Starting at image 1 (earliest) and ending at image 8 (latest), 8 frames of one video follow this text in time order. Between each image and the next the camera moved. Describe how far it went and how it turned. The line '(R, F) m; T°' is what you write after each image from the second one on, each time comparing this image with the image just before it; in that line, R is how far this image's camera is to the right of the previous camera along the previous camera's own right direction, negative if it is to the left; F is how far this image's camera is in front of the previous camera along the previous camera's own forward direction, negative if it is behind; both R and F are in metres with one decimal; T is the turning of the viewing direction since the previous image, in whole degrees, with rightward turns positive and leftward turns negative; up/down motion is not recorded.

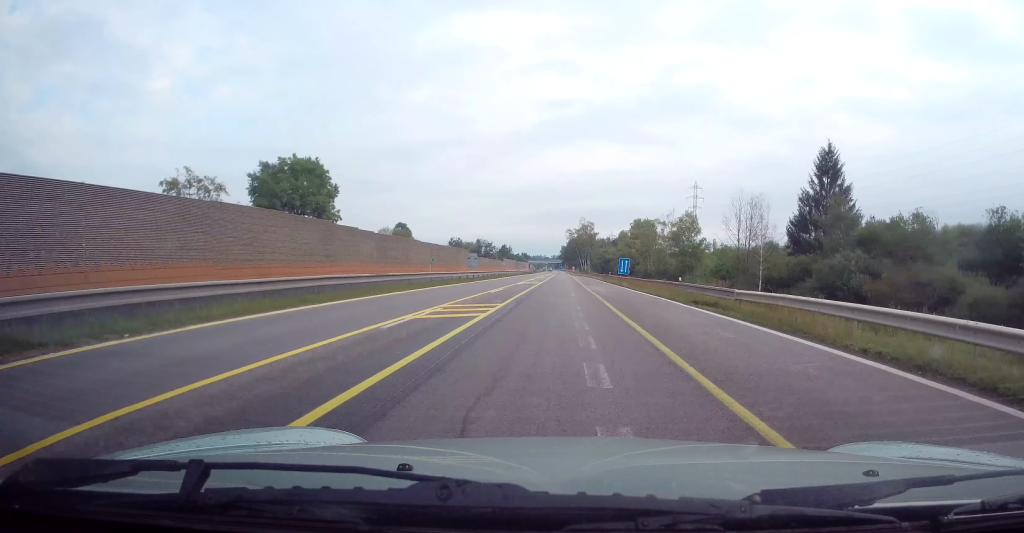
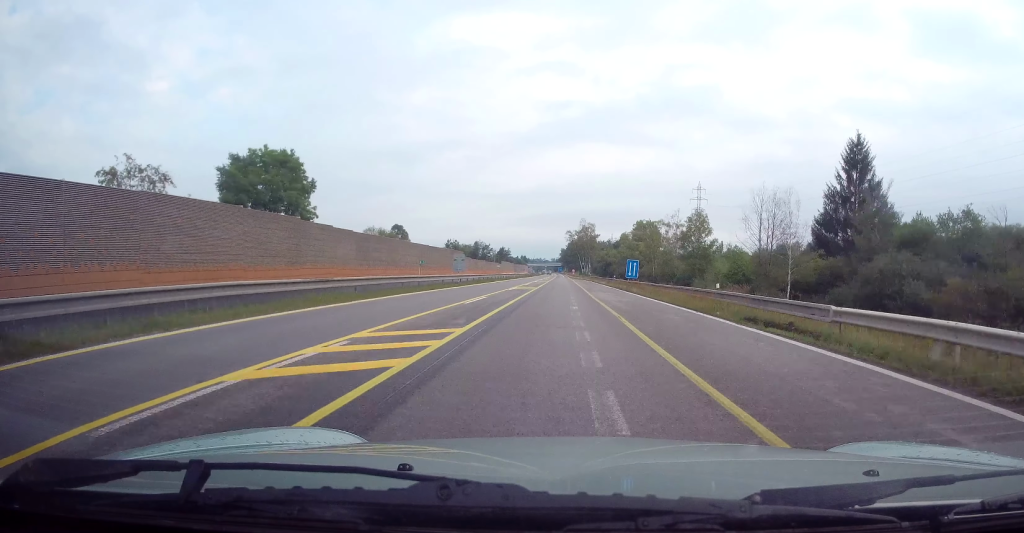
(0.0, +7.7) m; 0°
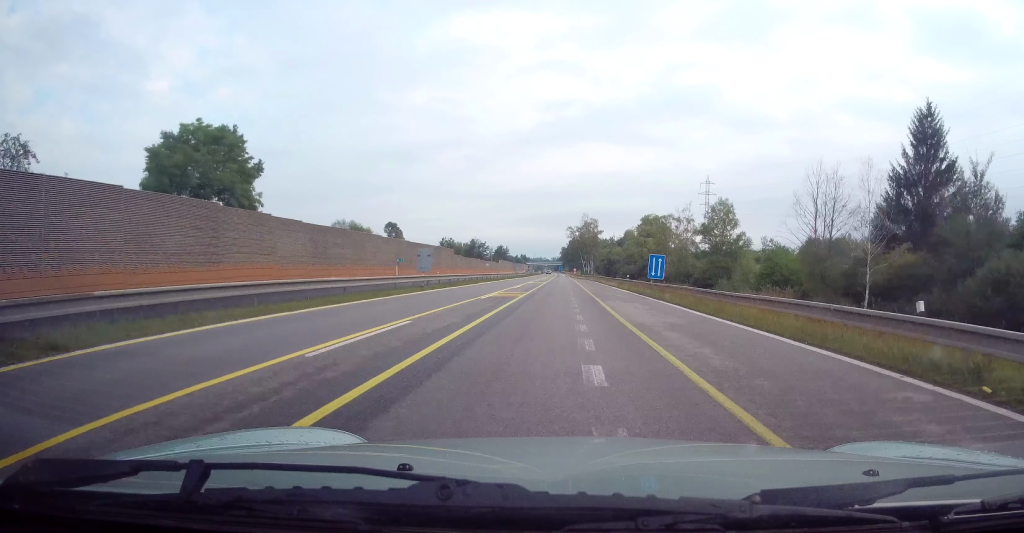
(0.0, +13.4) m; 0°
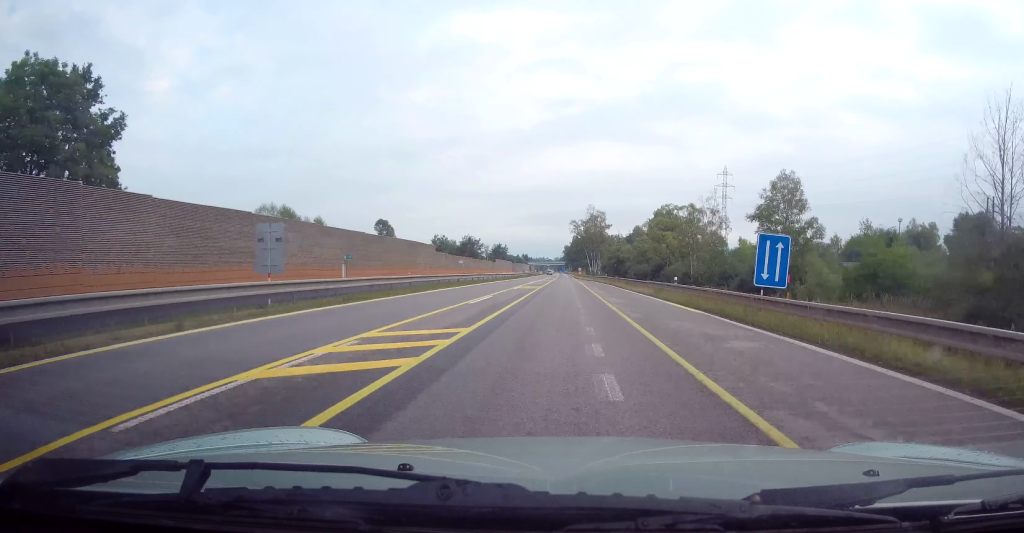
(0.0, +21.2) m; 0°
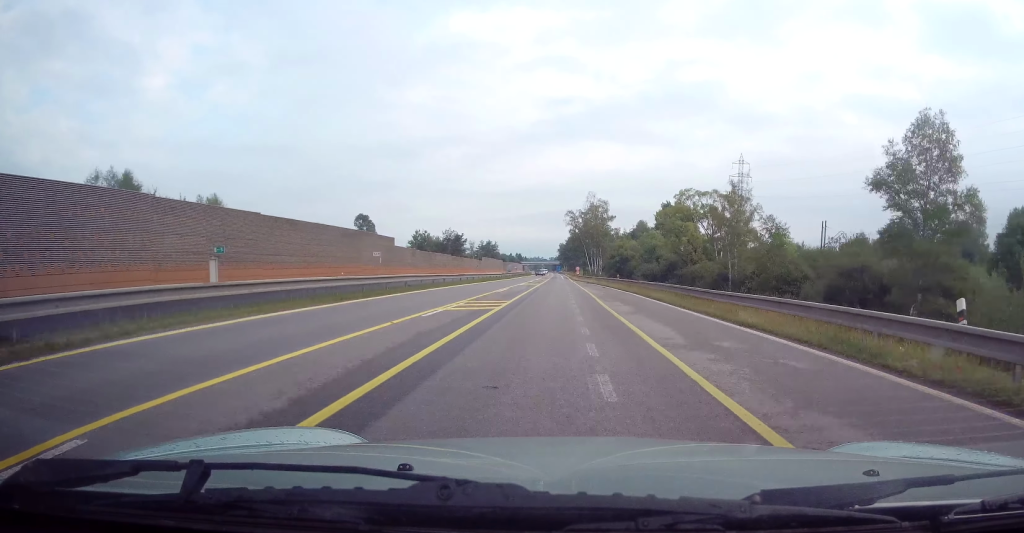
(-0.3, +24.0) m; -1°
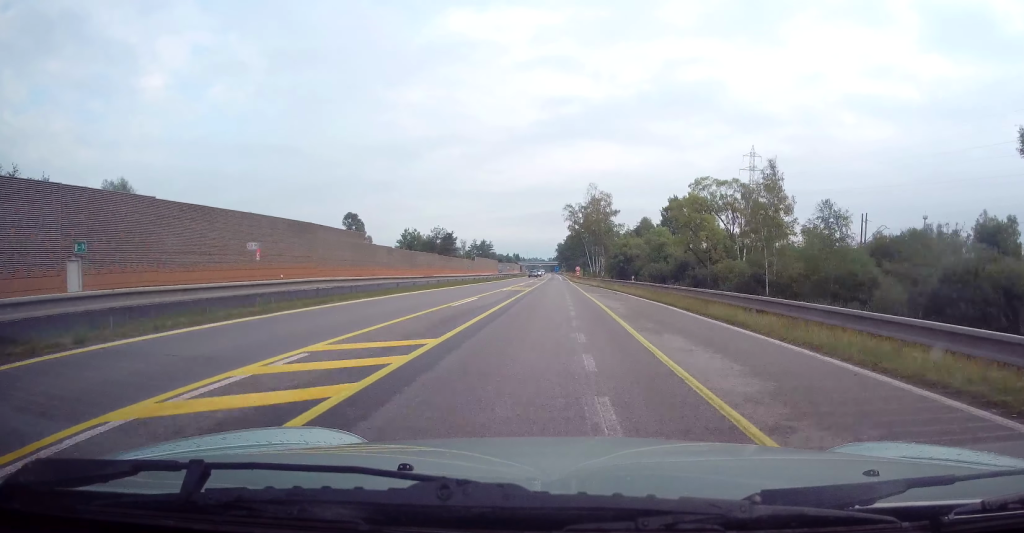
(+0.1, +13.1) m; +1°
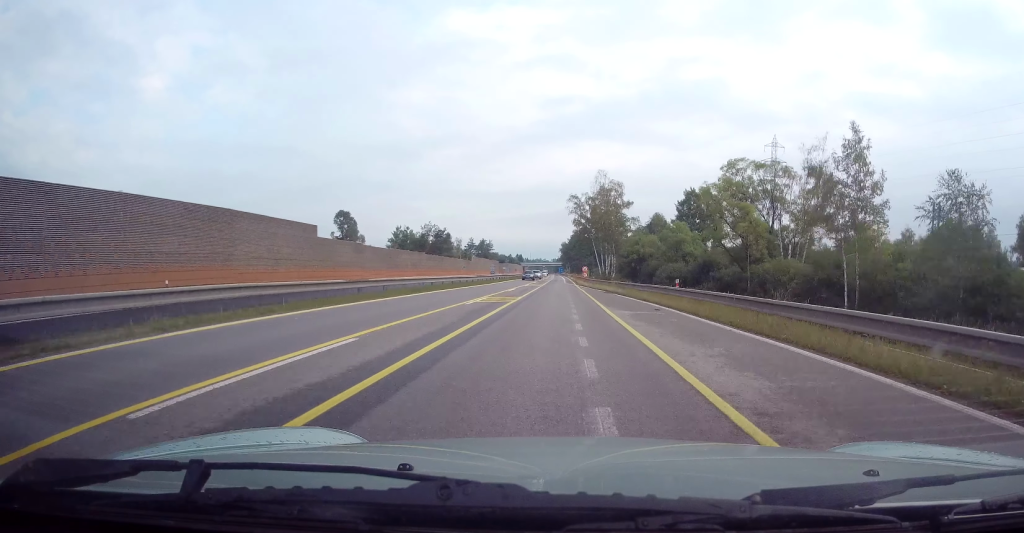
(+0.2, +15.1) m; +1°
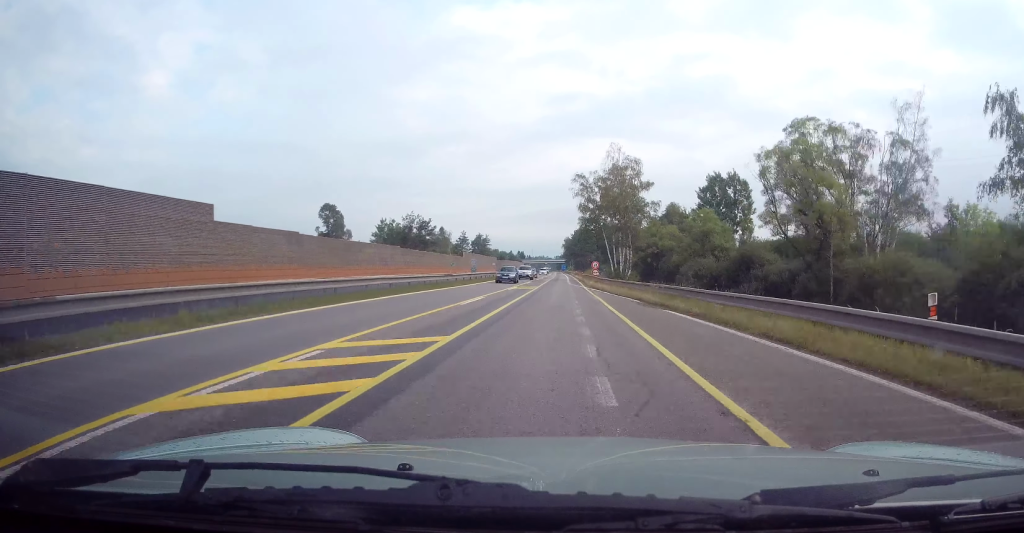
(-0.2, +19.0) m; -1°
